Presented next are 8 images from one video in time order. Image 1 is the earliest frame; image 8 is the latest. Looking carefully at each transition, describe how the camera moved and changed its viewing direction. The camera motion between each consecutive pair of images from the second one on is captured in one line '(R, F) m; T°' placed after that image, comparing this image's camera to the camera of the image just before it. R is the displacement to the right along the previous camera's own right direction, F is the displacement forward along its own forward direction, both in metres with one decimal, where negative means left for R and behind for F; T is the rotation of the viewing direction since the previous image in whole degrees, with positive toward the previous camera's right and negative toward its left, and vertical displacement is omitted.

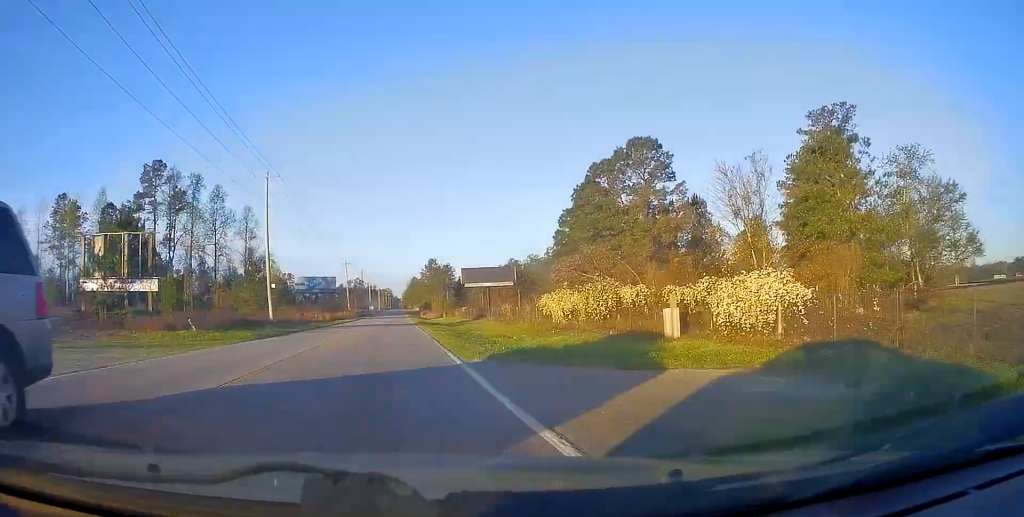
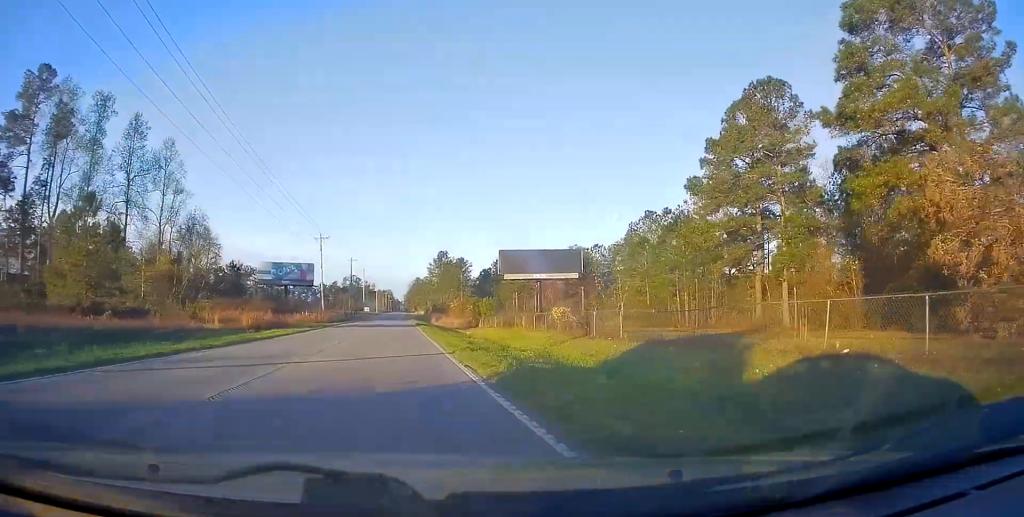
(+1.0, +44.4) m; 0°
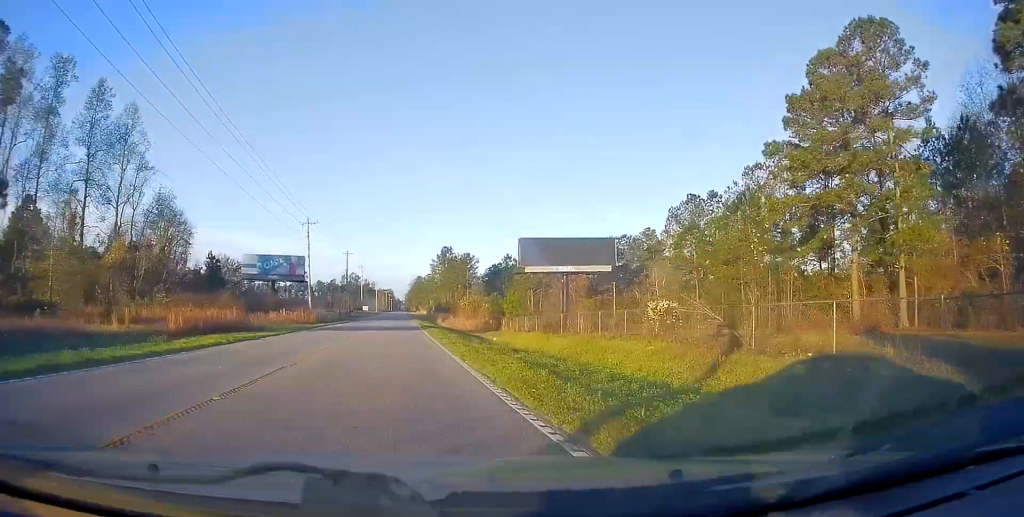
(+0.1, +12.5) m; -1°
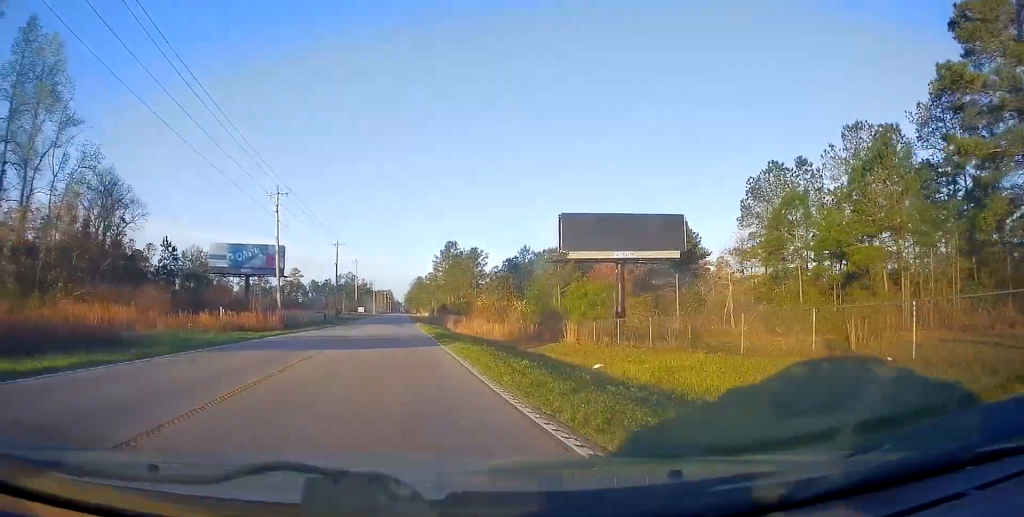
(-0.3, +17.5) m; 0°
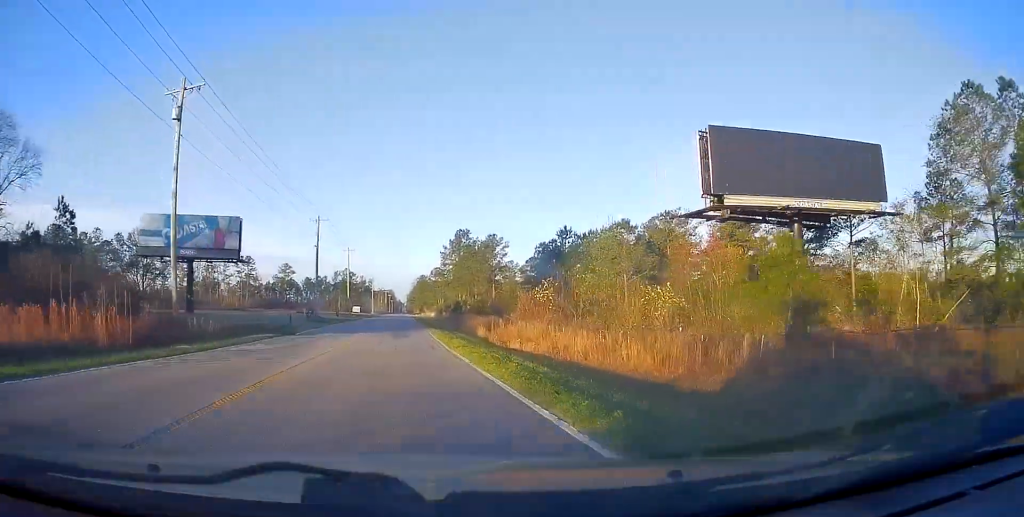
(0.0, +24.9) m; 0°
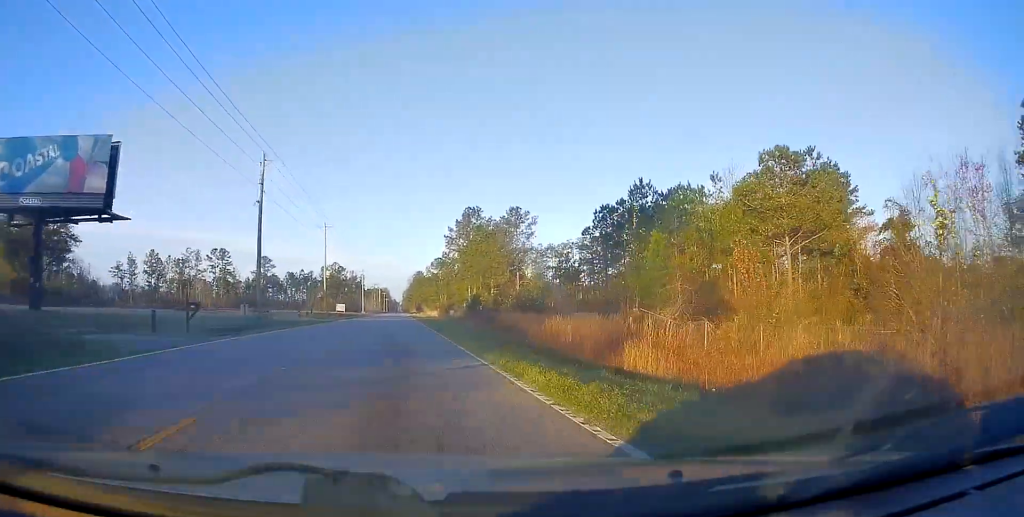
(+0.1, +28.5) m; +1°
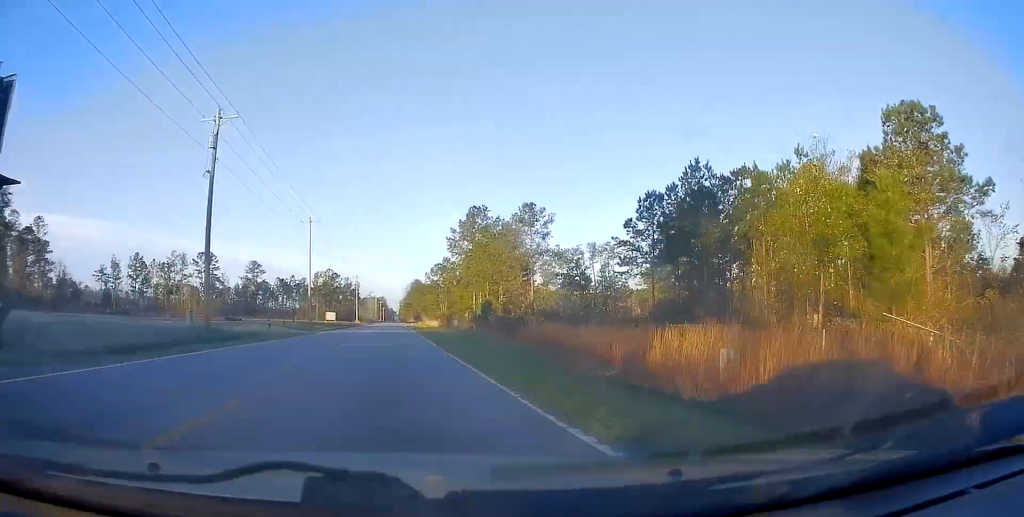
(-0.1, +12.0) m; 0°
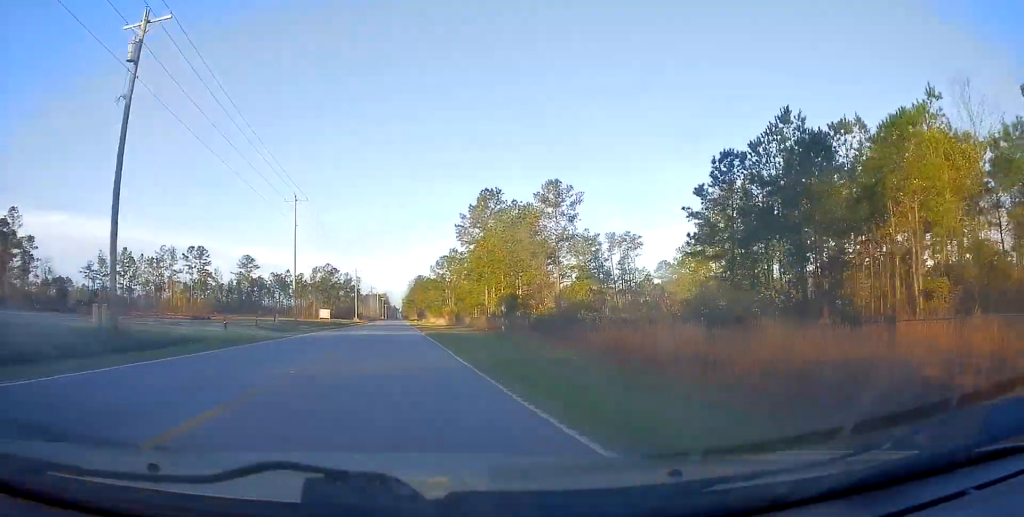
(+0.2, +12.0) m; 0°
